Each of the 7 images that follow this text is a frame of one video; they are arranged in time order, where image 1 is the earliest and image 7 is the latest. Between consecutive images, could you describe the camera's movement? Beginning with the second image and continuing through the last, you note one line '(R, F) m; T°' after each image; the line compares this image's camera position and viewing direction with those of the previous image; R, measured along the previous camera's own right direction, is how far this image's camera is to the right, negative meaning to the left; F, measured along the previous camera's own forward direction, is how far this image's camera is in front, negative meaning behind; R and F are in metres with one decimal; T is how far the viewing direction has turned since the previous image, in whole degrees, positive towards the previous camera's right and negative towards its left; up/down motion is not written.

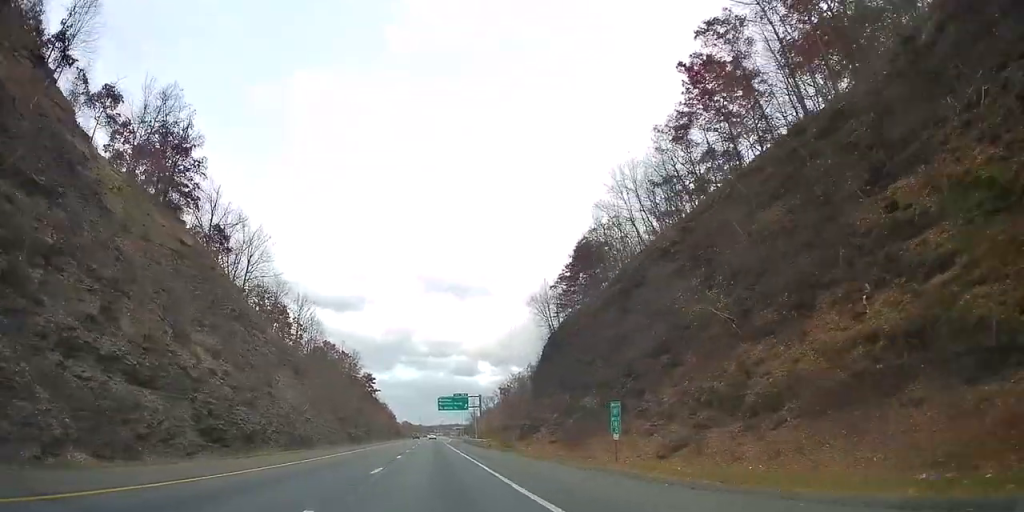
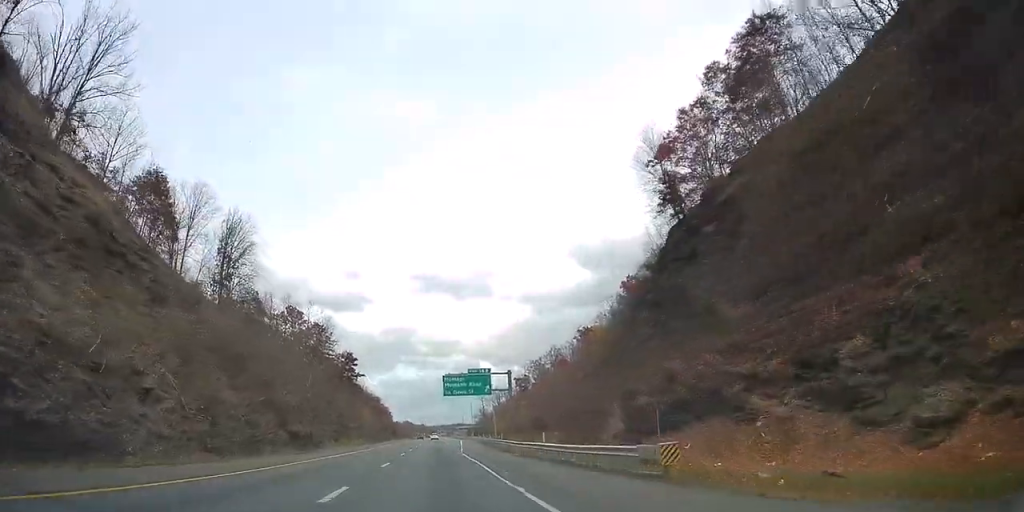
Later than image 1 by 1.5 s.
(-0.2, +44.6) m; +1°
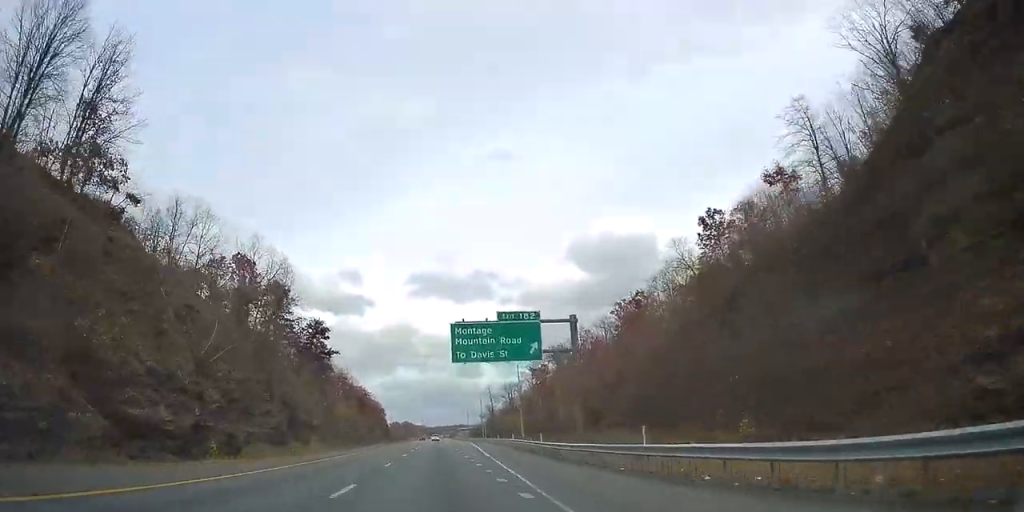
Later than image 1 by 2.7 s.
(+0.7, +35.7) m; 0°
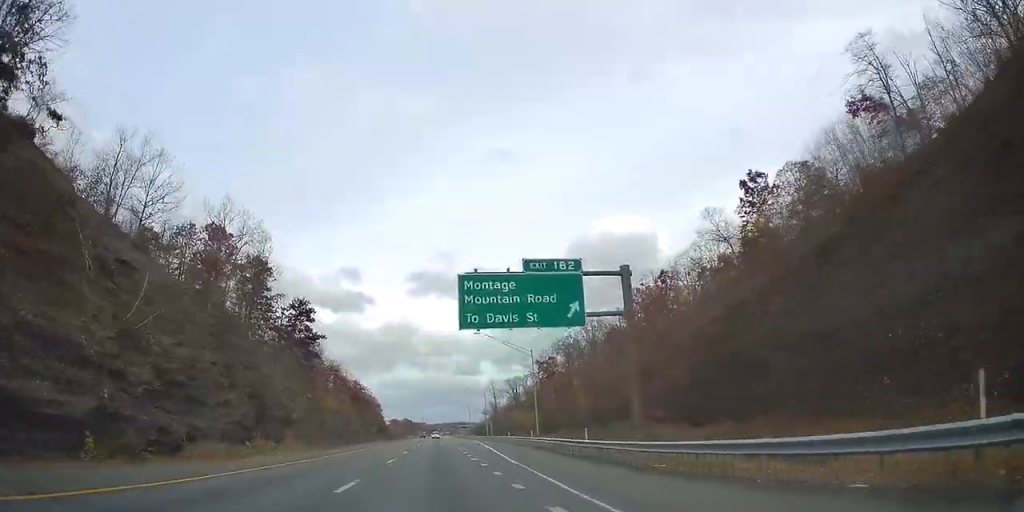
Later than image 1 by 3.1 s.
(-0.1, +11.9) m; -1°
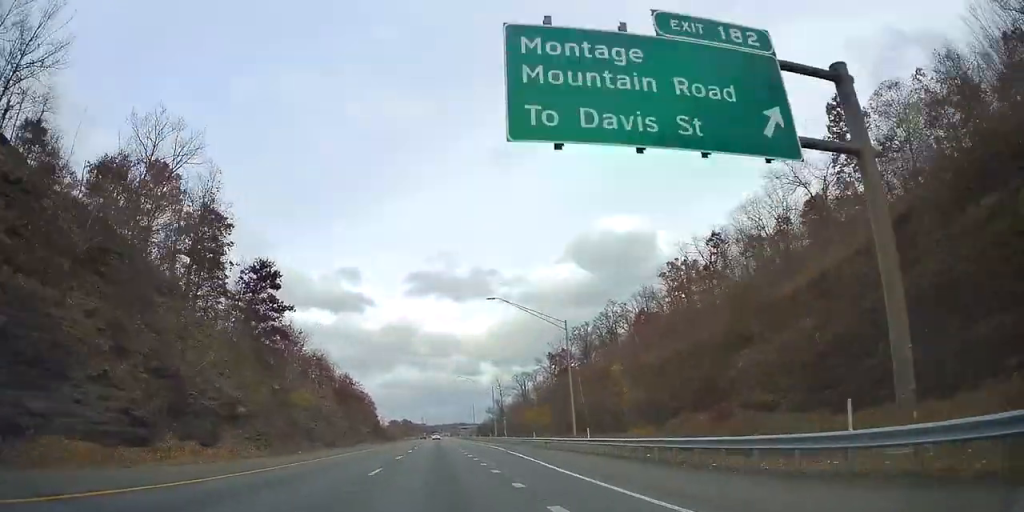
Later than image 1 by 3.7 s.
(-0.1, +18.9) m; -1°
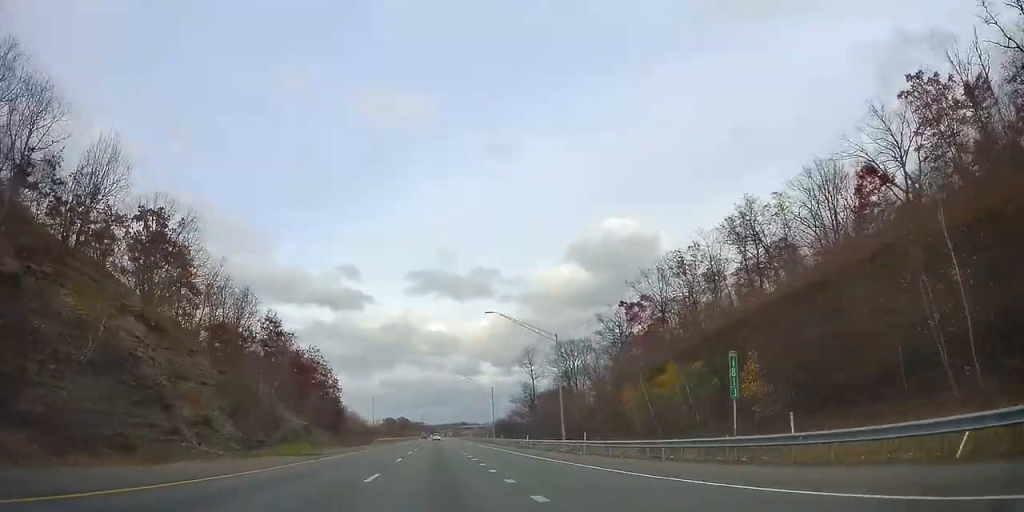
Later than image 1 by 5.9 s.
(+0.5, +63.7) m; +2°
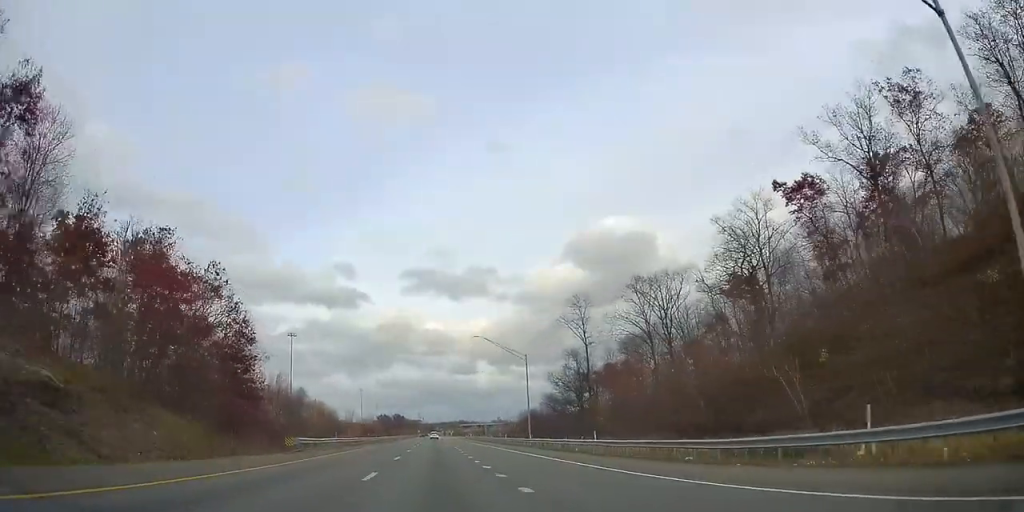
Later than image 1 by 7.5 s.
(+0.4, +48.8) m; 0°
